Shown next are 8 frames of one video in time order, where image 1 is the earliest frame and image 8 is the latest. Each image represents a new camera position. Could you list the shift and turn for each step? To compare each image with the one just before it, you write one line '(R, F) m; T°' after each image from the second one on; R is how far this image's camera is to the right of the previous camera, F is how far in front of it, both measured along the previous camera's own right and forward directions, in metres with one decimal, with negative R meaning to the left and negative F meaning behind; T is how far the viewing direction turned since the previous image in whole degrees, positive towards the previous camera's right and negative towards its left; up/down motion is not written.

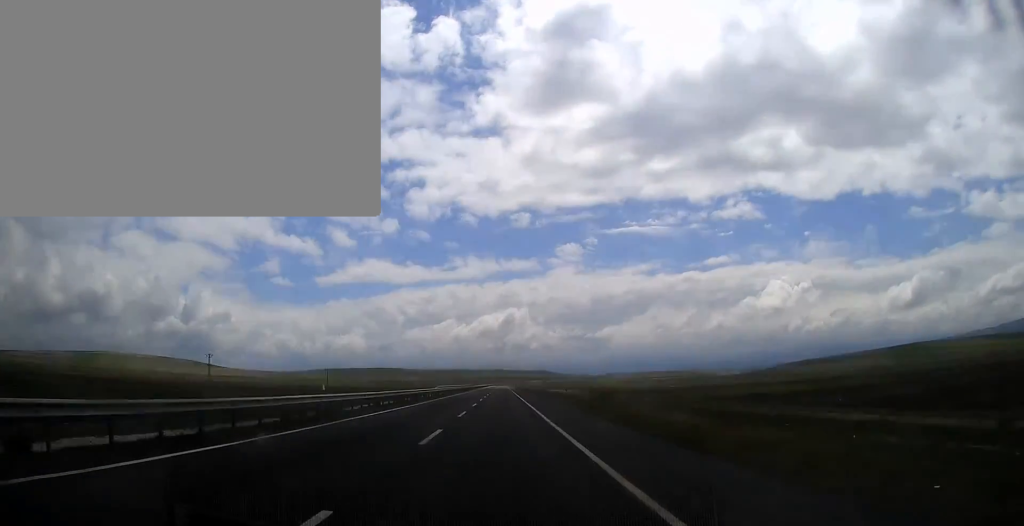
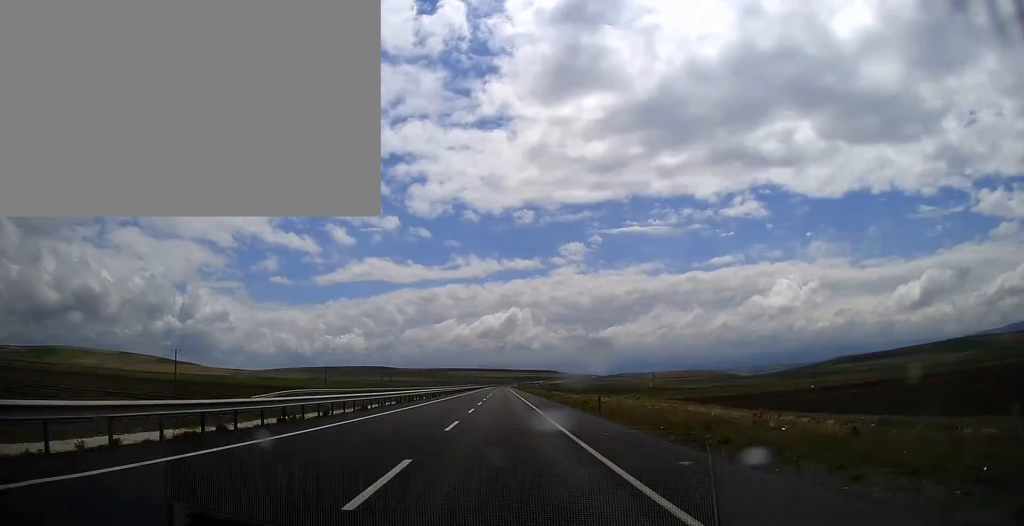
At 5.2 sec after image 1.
(0.0, +152.0) m; 0°
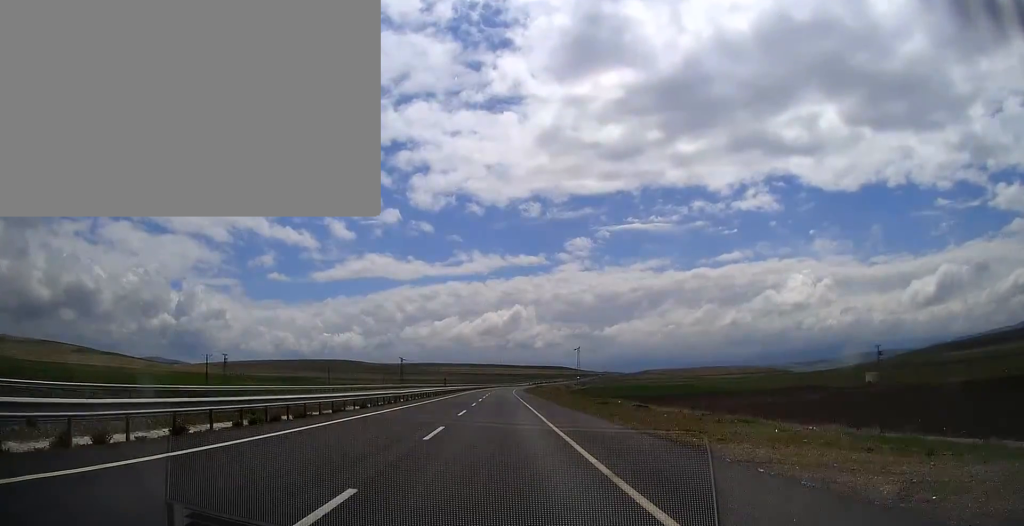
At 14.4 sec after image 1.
(+0.6, +268.6) m; +1°
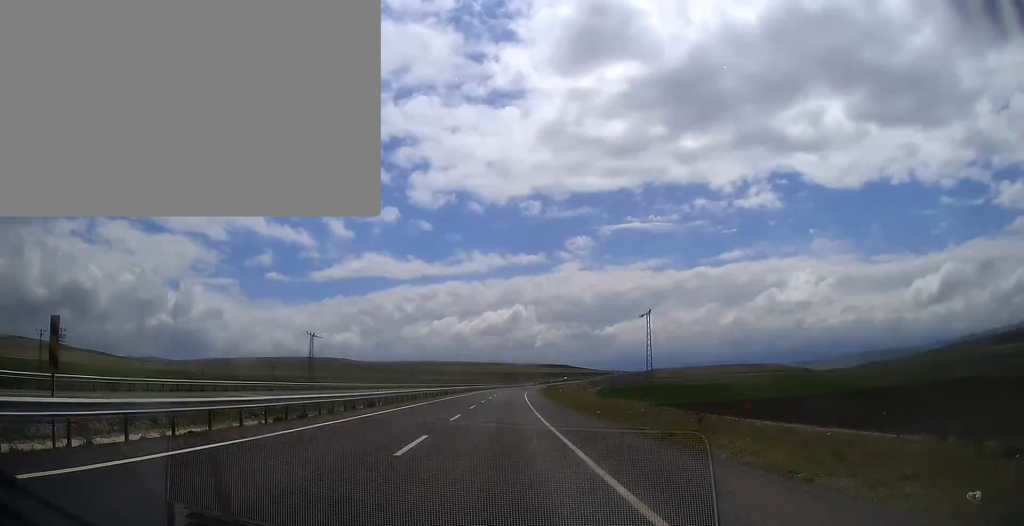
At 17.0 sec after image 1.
(-0.2, +75.8) m; +1°
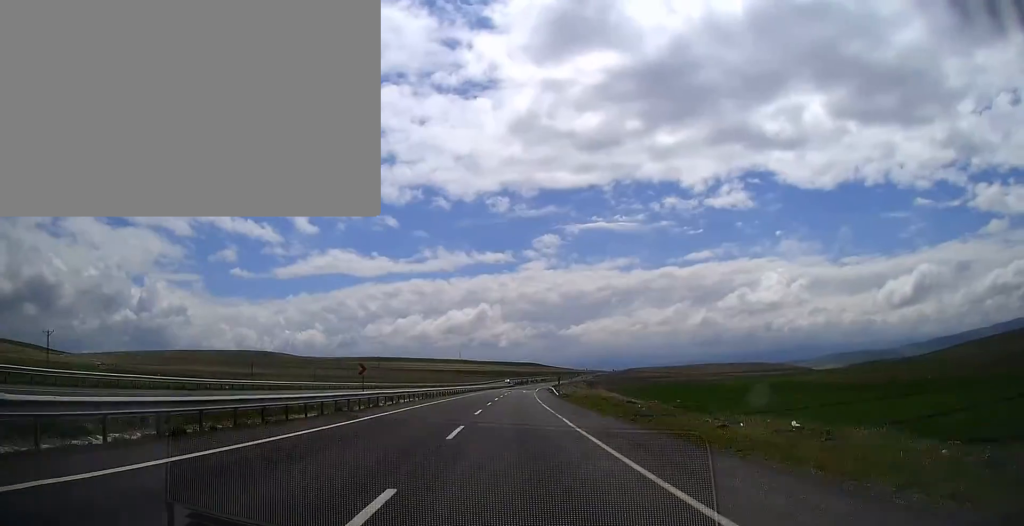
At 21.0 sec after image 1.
(+1.7, +116.8) m; +4°
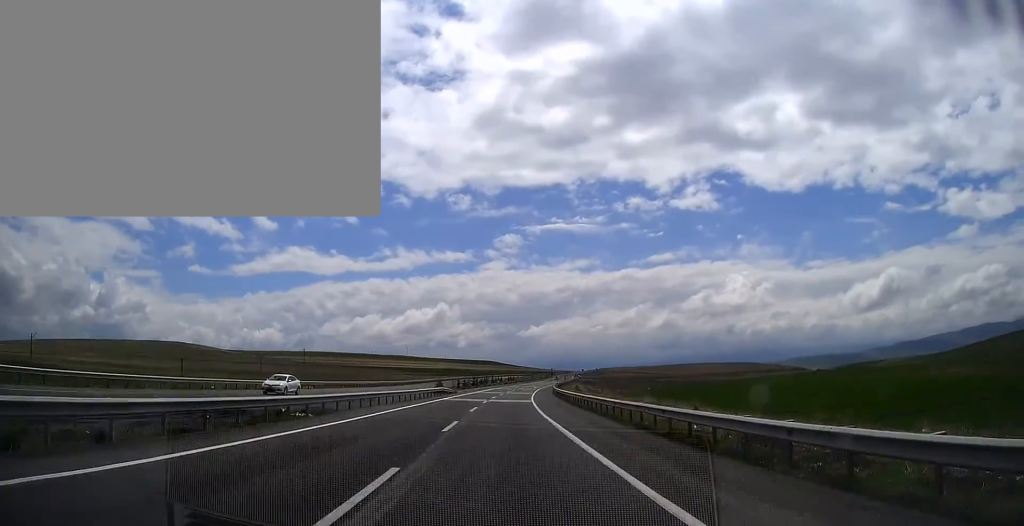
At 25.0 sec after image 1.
(+5.1, +116.5) m; +4°
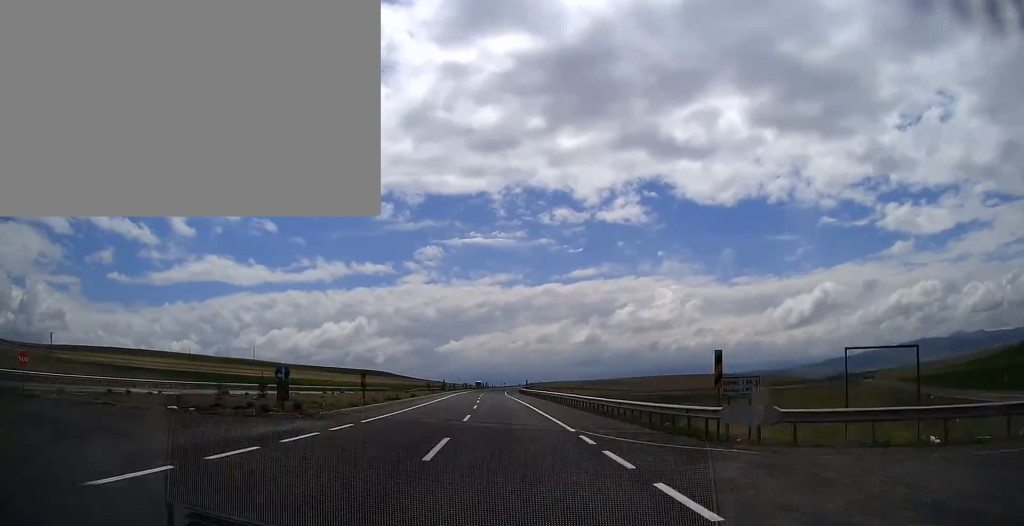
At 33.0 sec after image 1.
(+15.4, +232.7) m; +6°
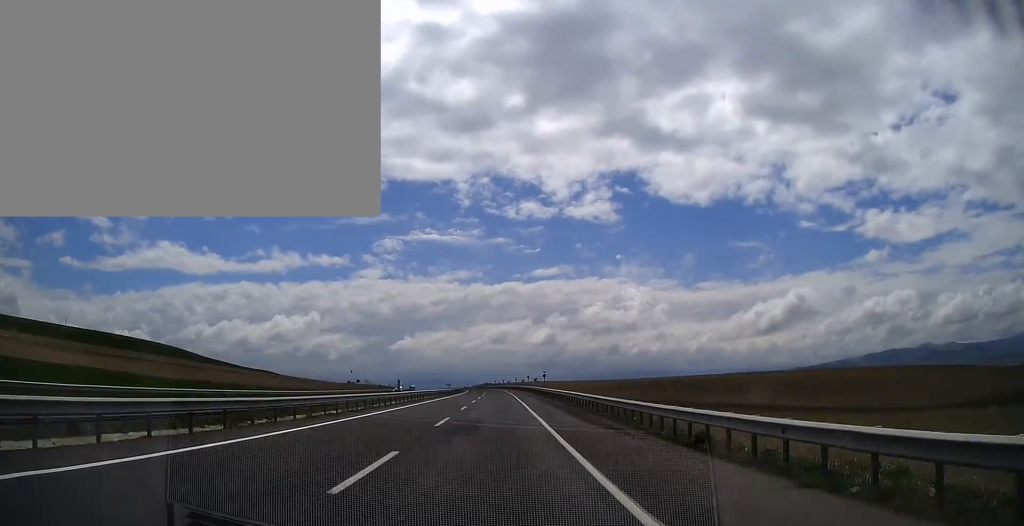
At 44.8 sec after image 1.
(+14.2, +344.5) m; +1°
